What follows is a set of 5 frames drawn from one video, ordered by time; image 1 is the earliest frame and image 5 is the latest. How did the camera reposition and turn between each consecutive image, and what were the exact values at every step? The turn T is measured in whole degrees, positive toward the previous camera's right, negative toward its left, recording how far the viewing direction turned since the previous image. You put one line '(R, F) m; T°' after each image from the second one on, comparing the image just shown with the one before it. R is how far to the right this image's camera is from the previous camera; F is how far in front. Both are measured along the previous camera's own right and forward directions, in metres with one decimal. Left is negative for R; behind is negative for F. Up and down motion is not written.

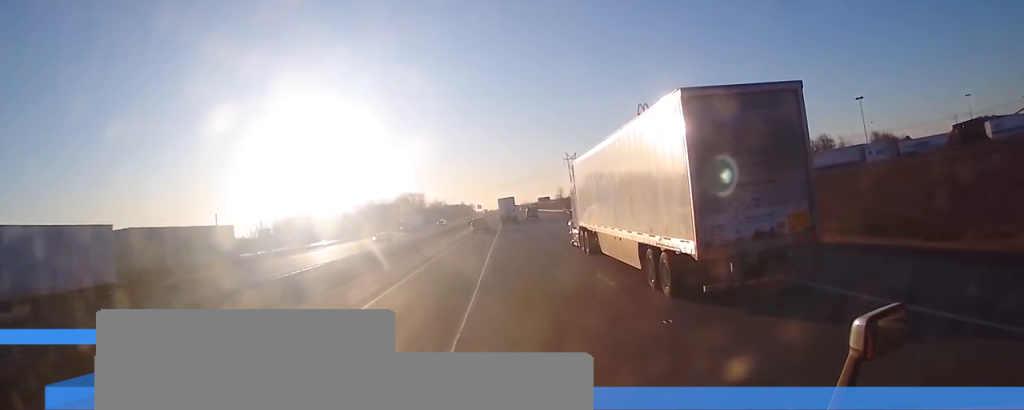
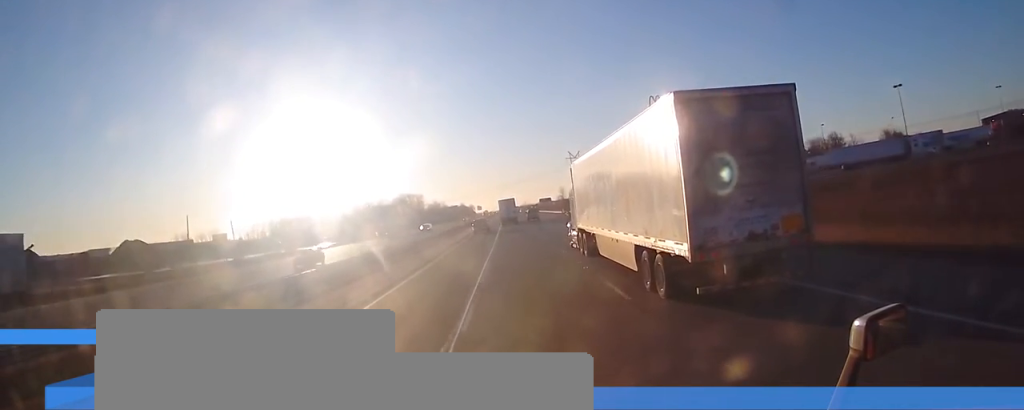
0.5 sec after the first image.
(0.0, +13.5) m; 0°
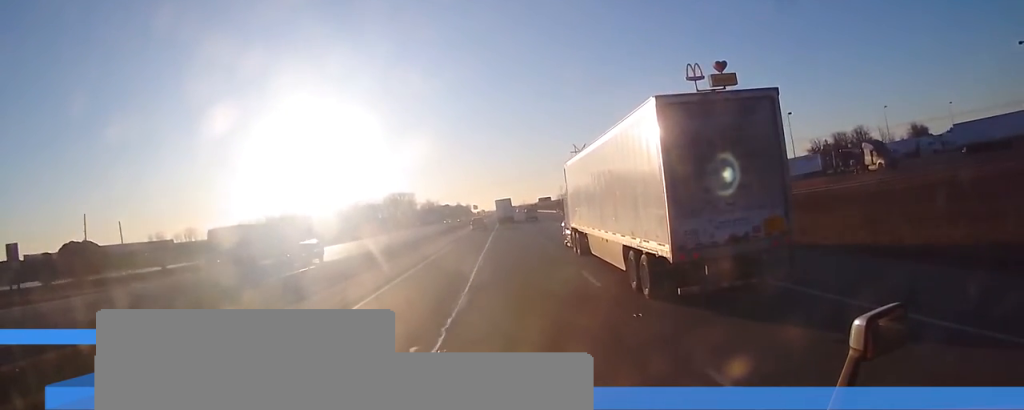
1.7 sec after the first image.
(-0.3, +34.2) m; 0°
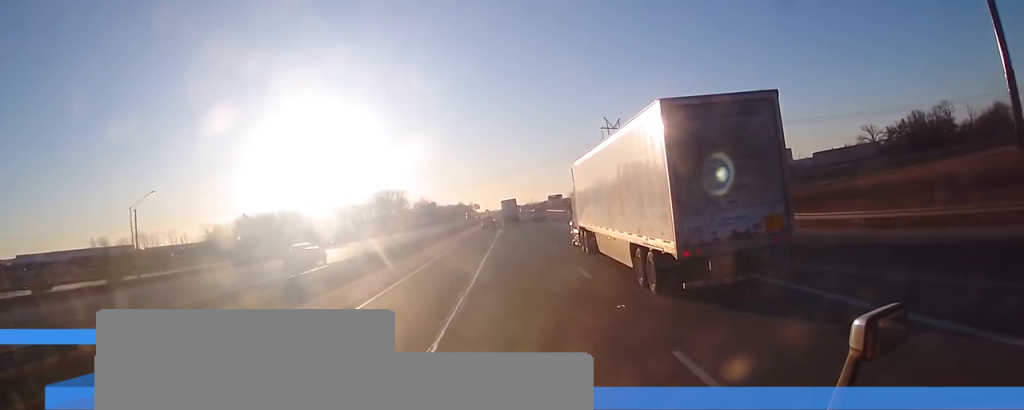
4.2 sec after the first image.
(+0.6, +73.3) m; 0°
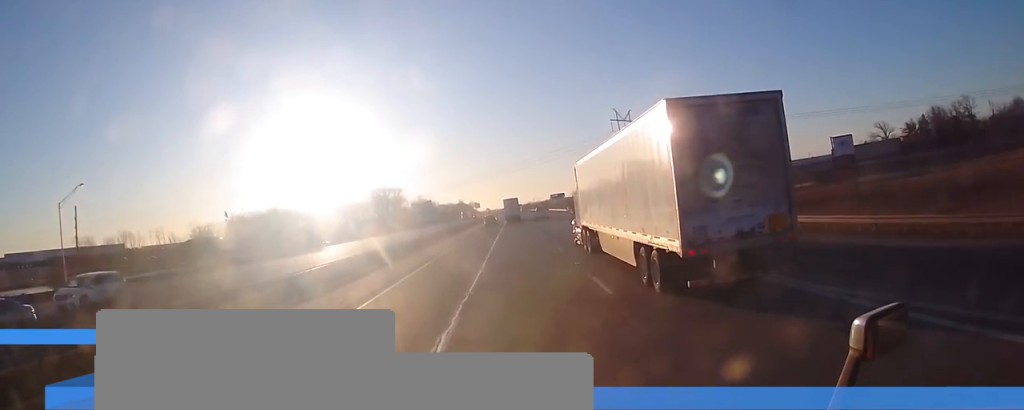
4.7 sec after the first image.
(+0.1, +15.3) m; -1°
